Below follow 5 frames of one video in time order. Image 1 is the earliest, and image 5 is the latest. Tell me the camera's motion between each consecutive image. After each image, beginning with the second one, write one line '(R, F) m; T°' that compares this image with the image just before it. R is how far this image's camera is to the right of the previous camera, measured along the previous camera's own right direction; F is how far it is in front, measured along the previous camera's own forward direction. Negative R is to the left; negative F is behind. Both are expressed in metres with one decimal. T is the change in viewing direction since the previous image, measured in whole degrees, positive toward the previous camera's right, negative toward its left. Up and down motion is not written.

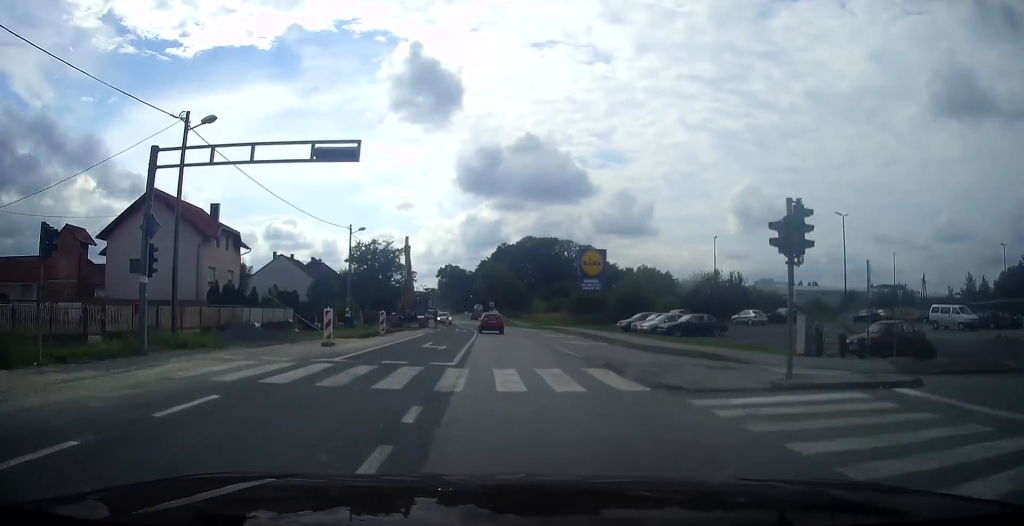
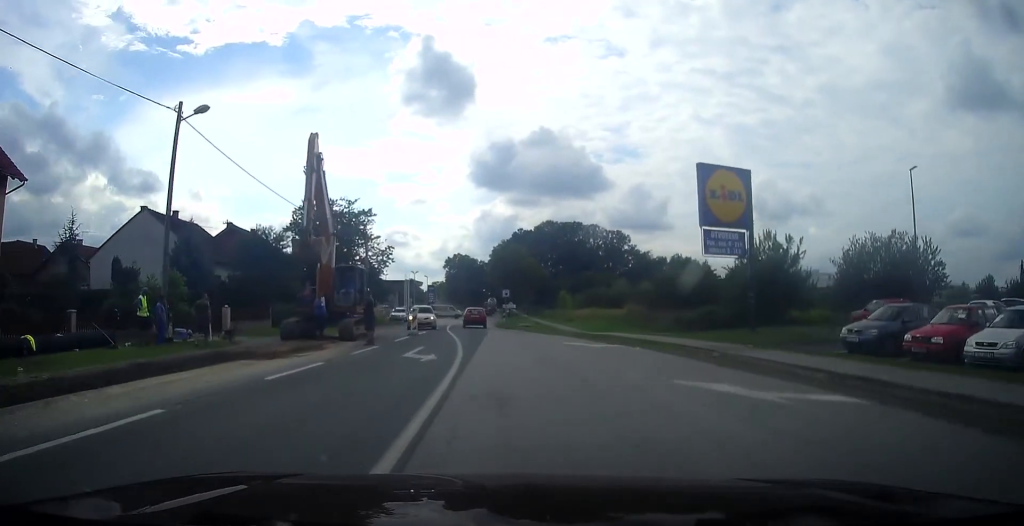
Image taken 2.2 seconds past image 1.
(+0.2, +29.6) m; -1°
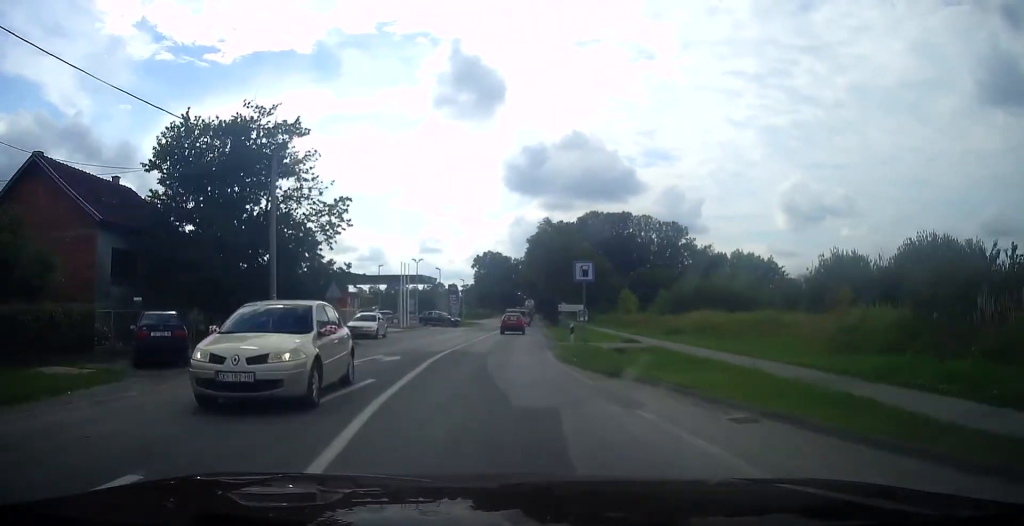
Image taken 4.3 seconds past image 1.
(-1.1, +28.7) m; -4°
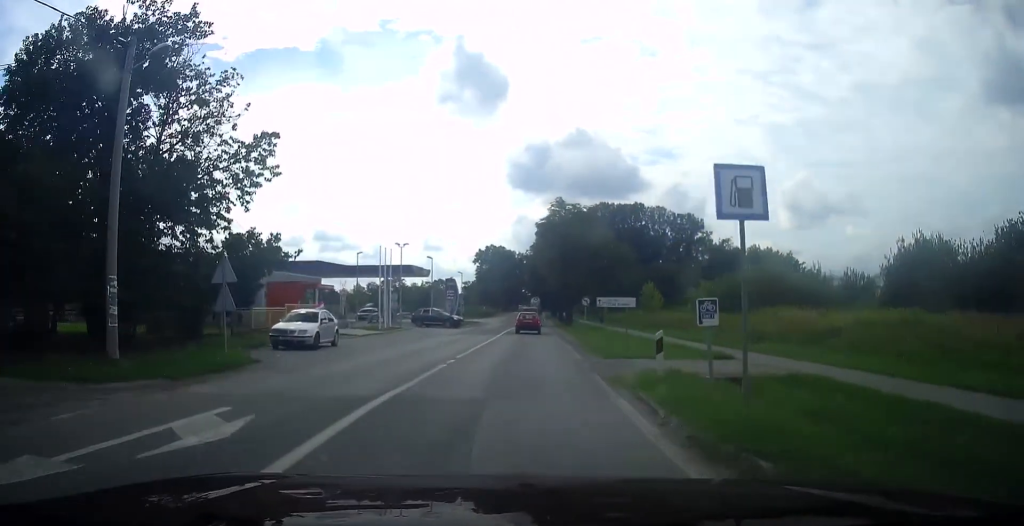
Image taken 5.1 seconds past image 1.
(-0.2, +11.5) m; 0°
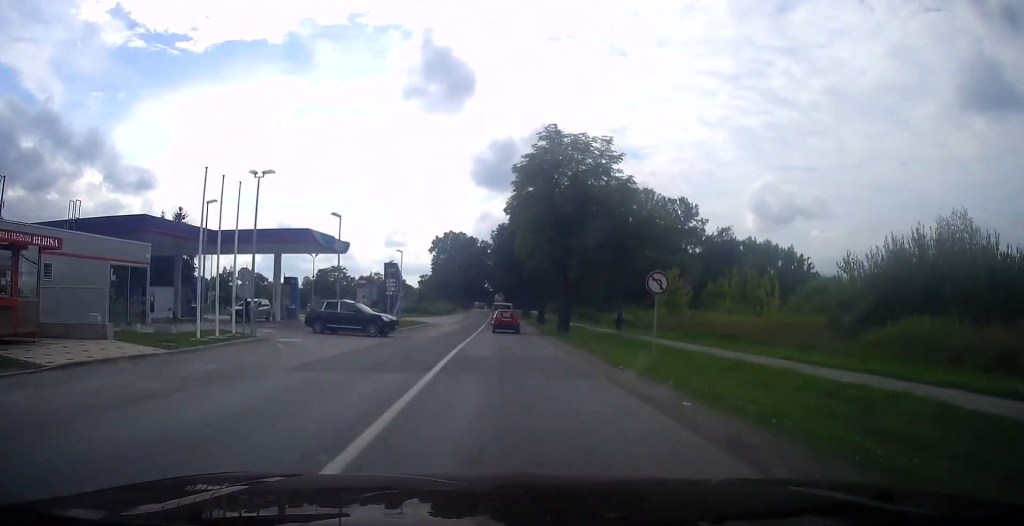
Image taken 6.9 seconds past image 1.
(+1.0, +25.0) m; +4°
